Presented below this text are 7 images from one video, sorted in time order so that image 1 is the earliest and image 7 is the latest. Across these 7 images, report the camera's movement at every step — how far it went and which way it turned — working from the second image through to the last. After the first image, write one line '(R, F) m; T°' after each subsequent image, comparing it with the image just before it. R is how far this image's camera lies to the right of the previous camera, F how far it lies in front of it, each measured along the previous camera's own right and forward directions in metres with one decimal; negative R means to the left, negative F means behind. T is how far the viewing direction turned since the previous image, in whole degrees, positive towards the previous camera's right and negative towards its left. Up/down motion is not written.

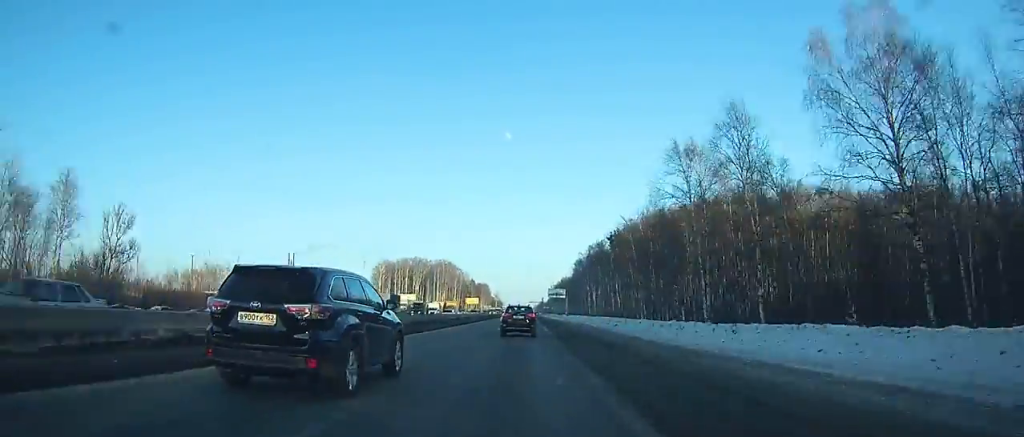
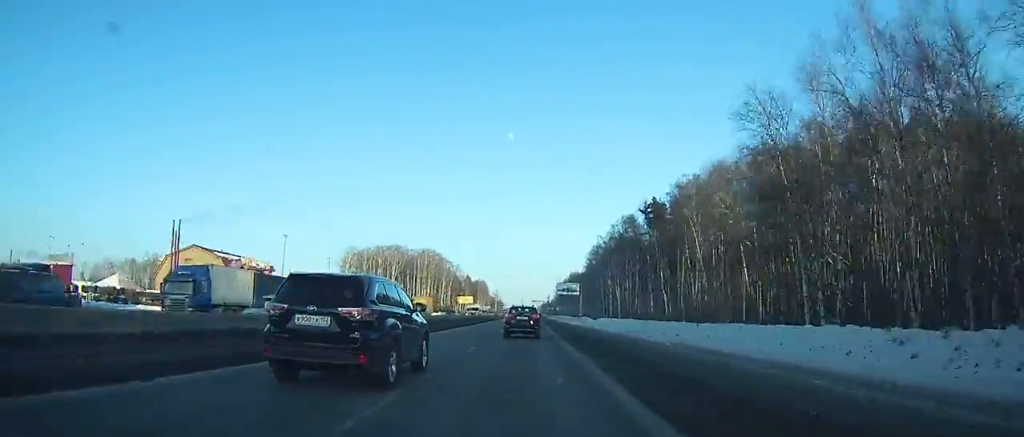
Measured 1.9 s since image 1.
(0.0, +44.6) m; 0°
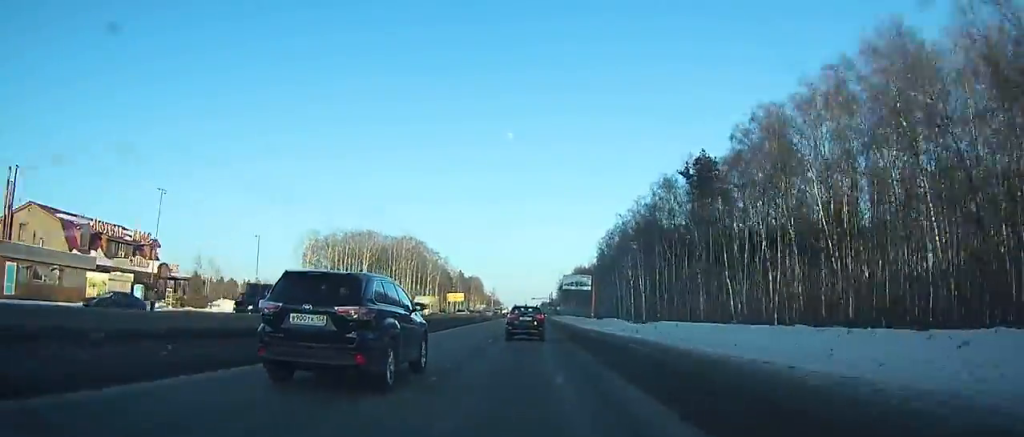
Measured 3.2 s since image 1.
(0.0, +31.6) m; 0°
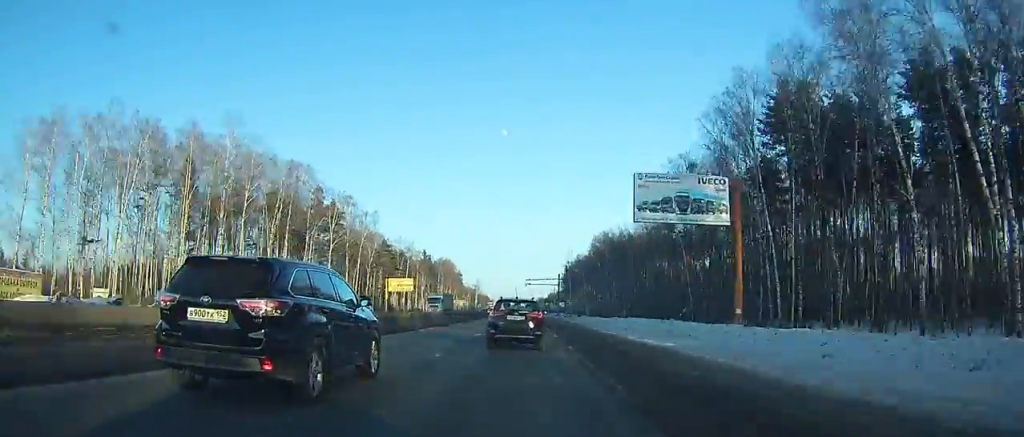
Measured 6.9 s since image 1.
(+0.3, +92.3) m; 0°
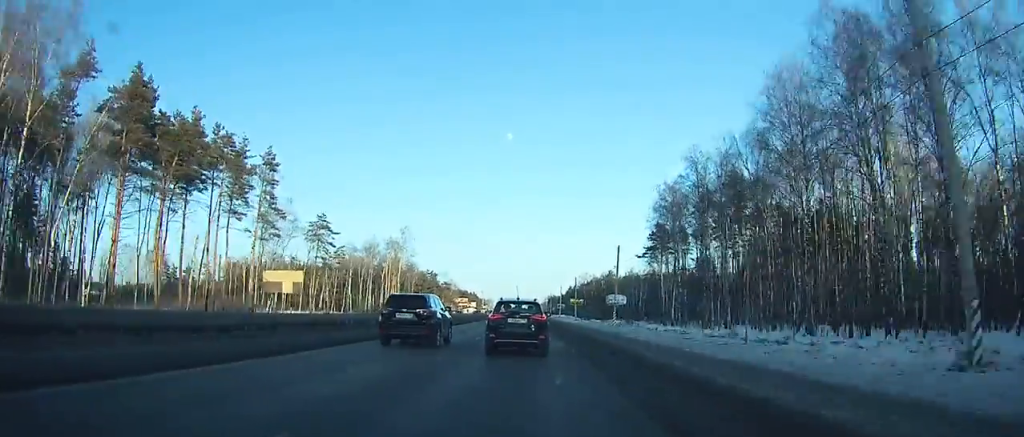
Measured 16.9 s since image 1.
(-1.4, +245.4) m; -1°
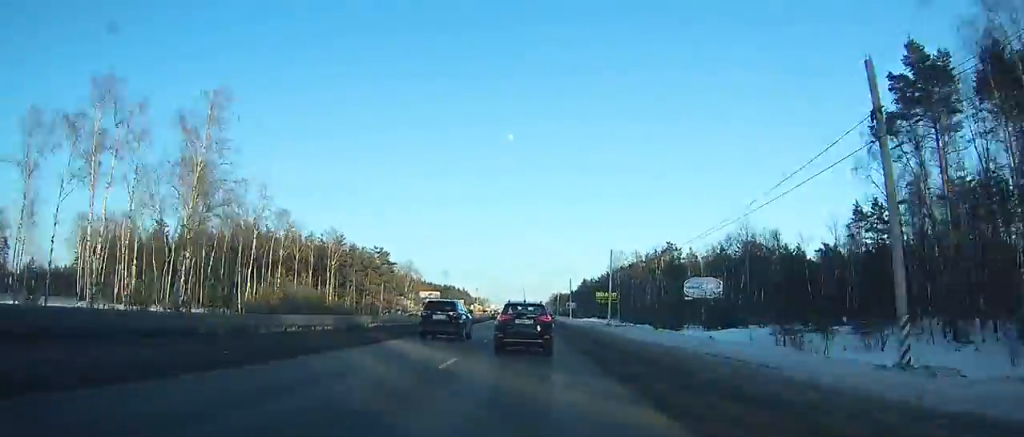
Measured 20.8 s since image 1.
(+0.7, +88.6) m; 0°
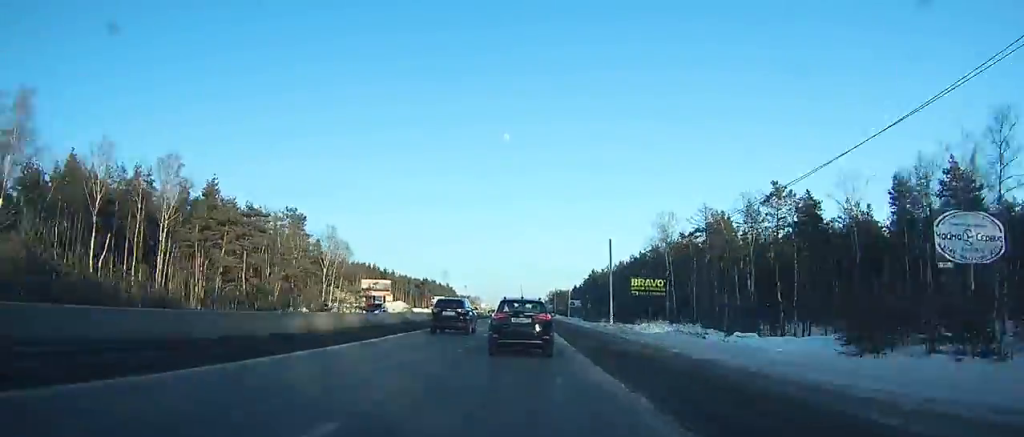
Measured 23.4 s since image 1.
(-0.1, +54.3) m; 0°
